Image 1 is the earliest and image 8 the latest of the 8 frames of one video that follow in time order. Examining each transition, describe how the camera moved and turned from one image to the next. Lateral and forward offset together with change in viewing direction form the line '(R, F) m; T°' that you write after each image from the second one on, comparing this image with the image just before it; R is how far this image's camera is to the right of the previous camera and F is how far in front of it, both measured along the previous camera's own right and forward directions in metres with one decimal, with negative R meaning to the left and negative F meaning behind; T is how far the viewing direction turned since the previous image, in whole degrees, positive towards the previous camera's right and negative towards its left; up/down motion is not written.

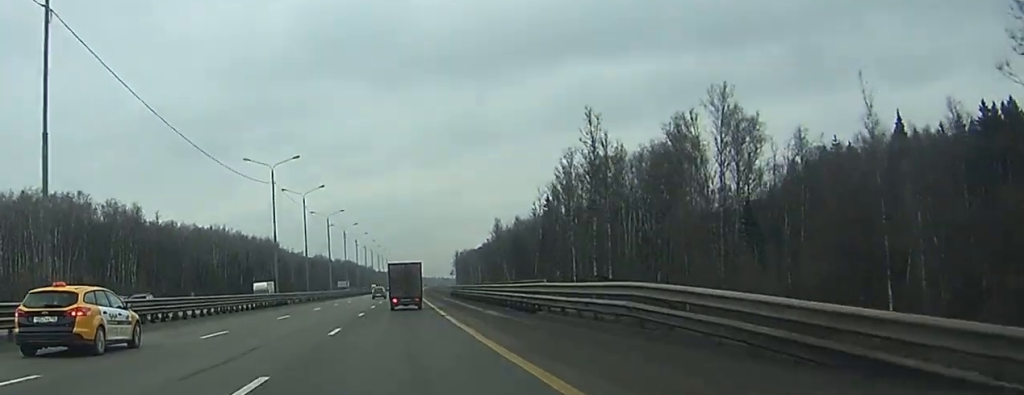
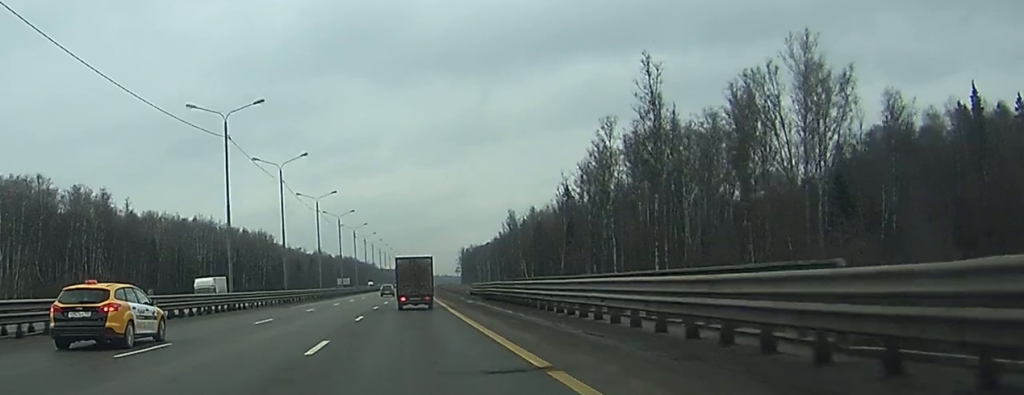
(-0.2, +24.8) m; 0°
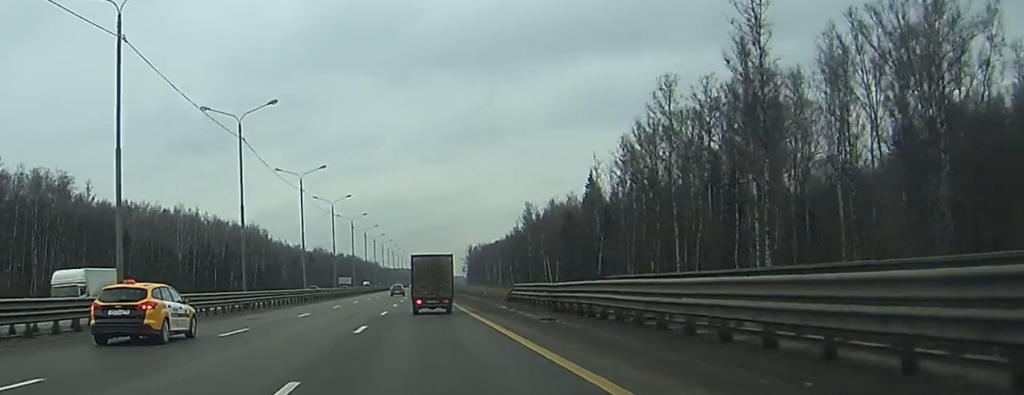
(0.0, +24.4) m; 0°
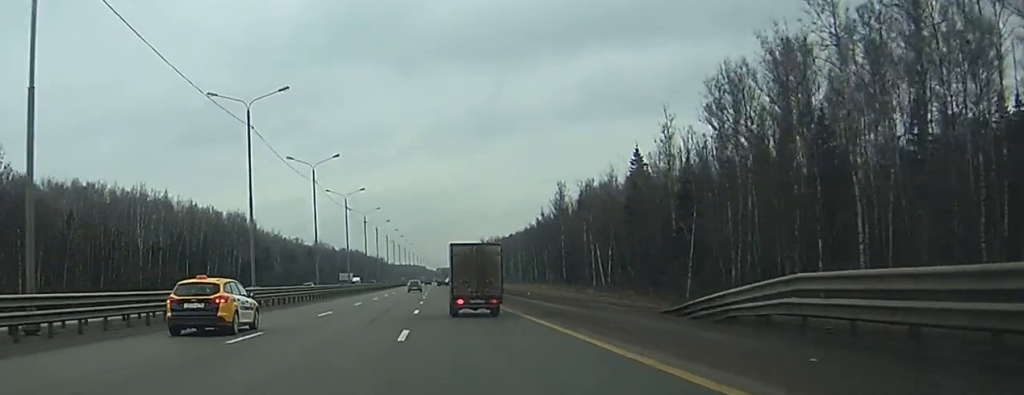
(0.0, +35.7) m; 0°
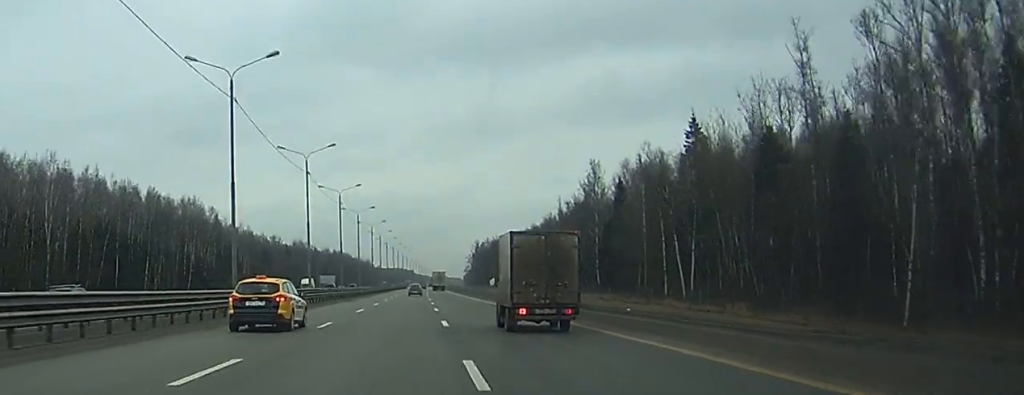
(+0.1, +39.8) m; +1°
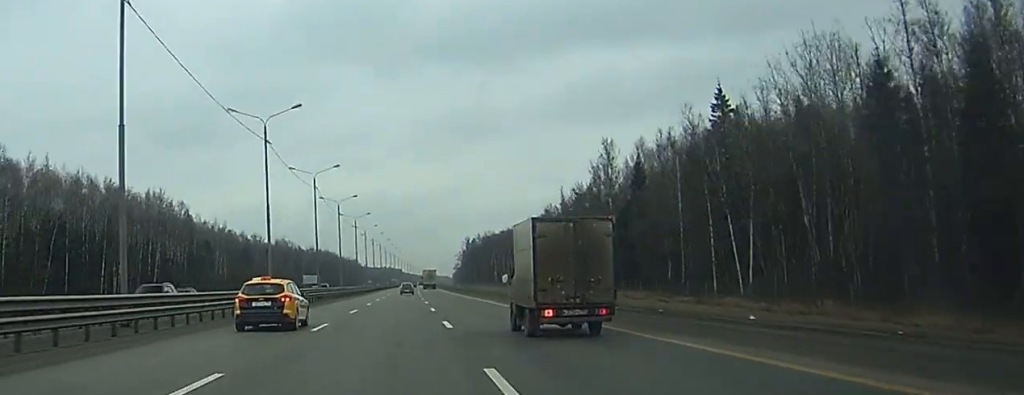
(0.0, +17.6) m; 0°
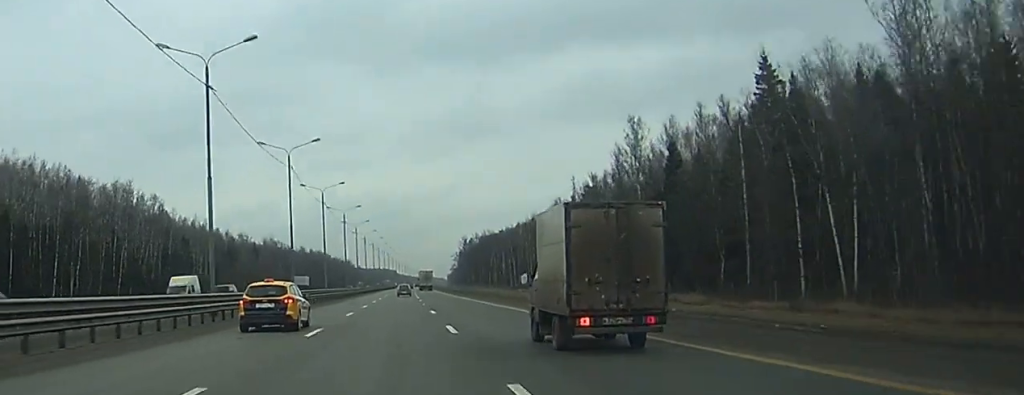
(+0.2, +17.8) m; 0°
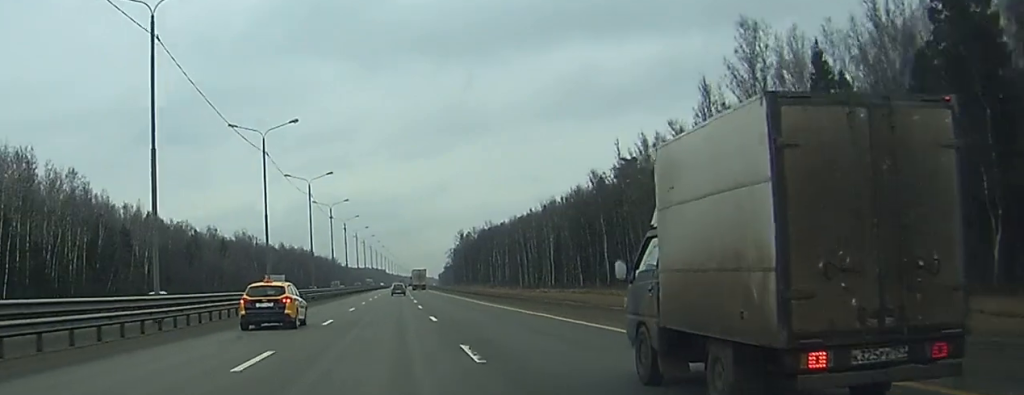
(+0.2, +40.9) m; 0°
